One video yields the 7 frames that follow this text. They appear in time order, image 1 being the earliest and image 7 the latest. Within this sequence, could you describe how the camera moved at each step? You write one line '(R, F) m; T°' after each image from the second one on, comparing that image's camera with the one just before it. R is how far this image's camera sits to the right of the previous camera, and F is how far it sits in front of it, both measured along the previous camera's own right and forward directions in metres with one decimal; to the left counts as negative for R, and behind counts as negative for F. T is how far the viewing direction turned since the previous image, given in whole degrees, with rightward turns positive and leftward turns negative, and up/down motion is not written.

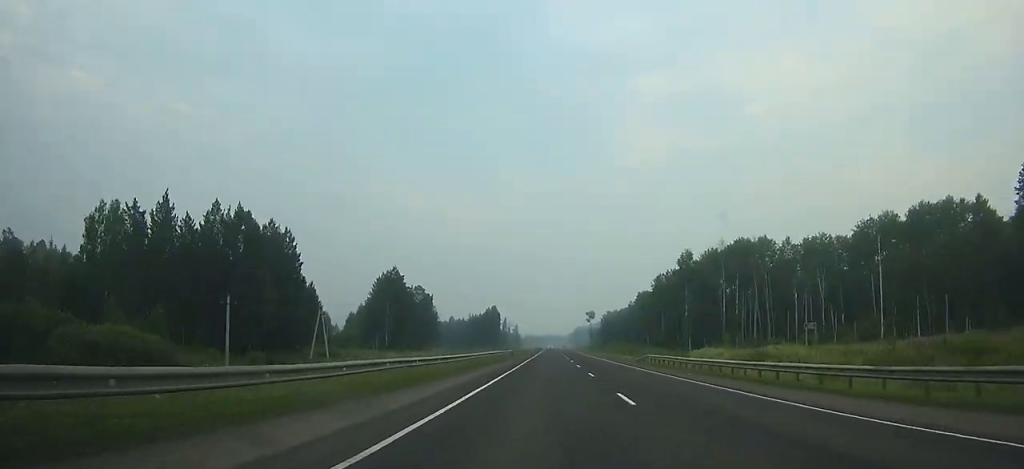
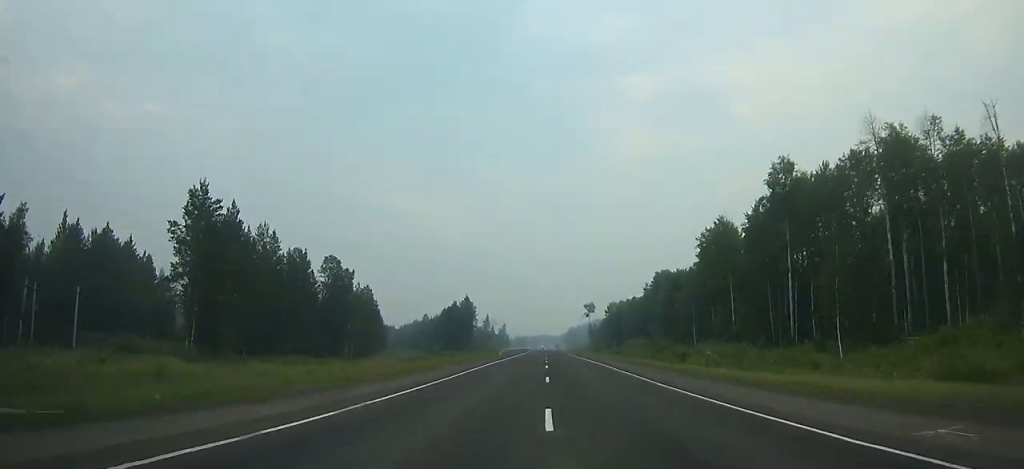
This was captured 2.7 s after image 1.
(+0.6, +75.6) m; 0°
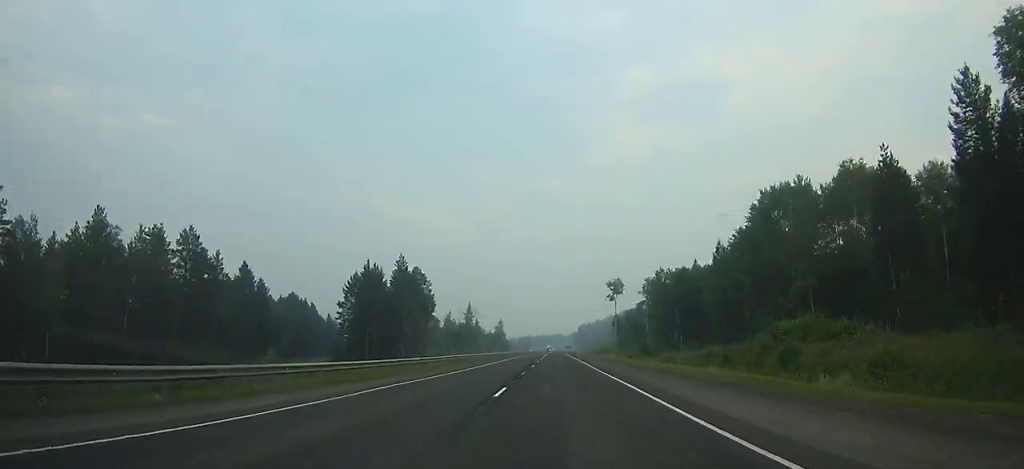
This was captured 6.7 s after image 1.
(-0.1, +111.8) m; 0°
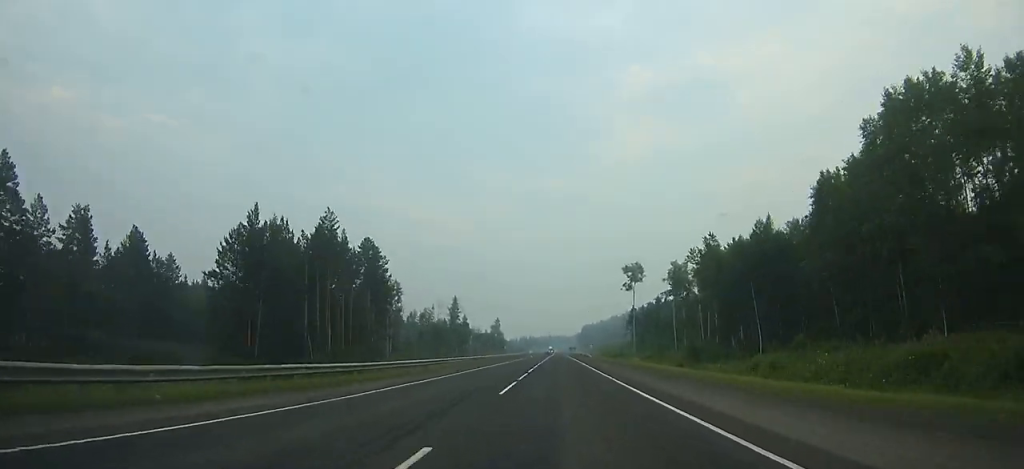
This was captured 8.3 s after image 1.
(-0.1, +46.0) m; 0°
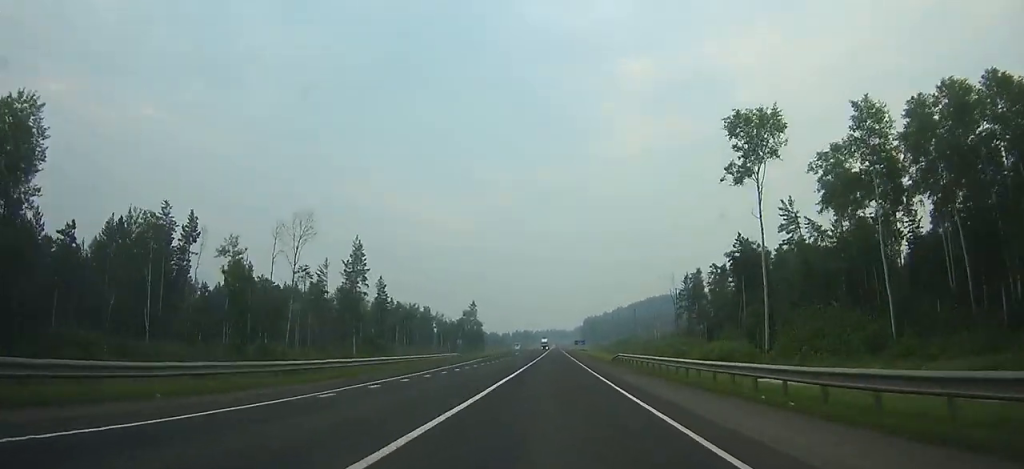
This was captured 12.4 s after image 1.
(-0.2, +120.6) m; 0°
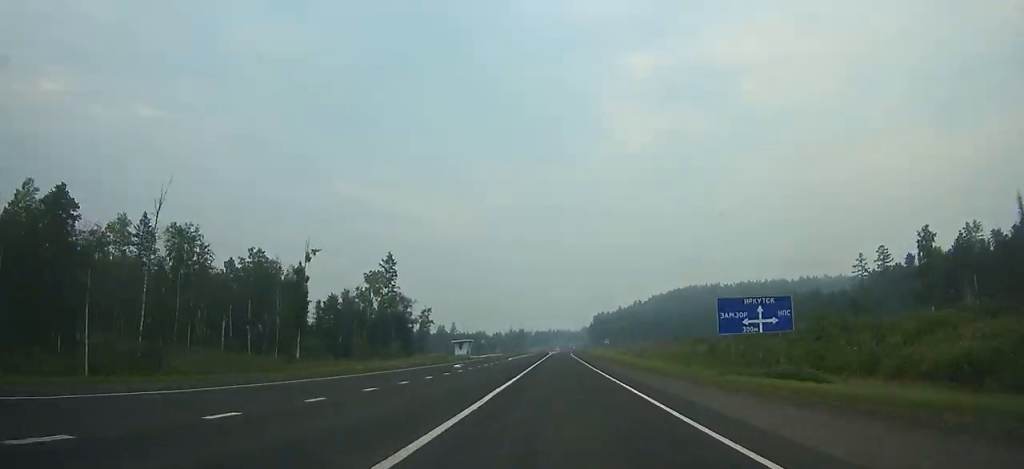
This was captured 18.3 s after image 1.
(-0.3, +164.9) m; 0°
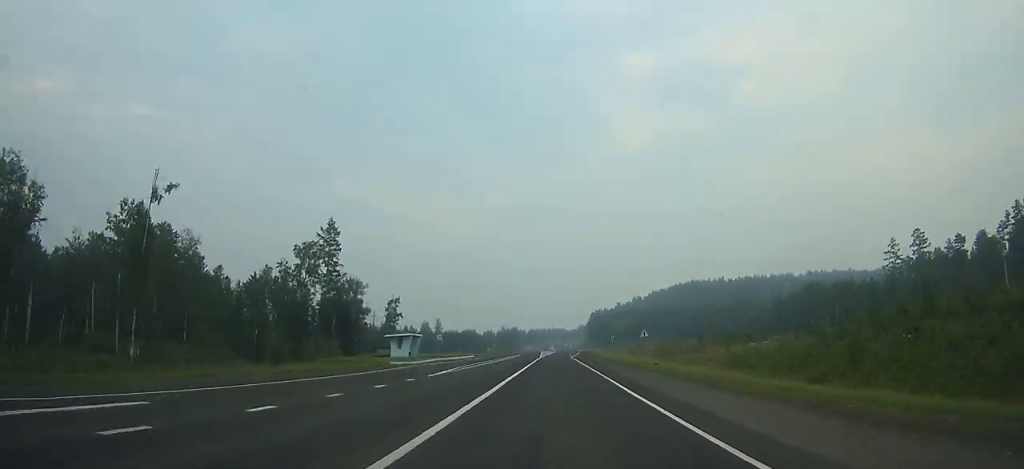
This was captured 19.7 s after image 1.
(-0.1, +37.6) m; 0°
